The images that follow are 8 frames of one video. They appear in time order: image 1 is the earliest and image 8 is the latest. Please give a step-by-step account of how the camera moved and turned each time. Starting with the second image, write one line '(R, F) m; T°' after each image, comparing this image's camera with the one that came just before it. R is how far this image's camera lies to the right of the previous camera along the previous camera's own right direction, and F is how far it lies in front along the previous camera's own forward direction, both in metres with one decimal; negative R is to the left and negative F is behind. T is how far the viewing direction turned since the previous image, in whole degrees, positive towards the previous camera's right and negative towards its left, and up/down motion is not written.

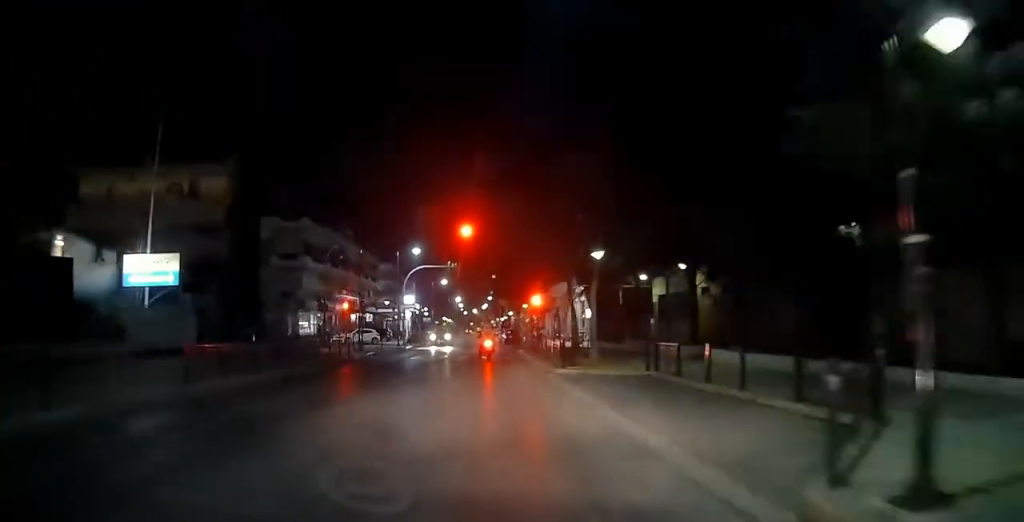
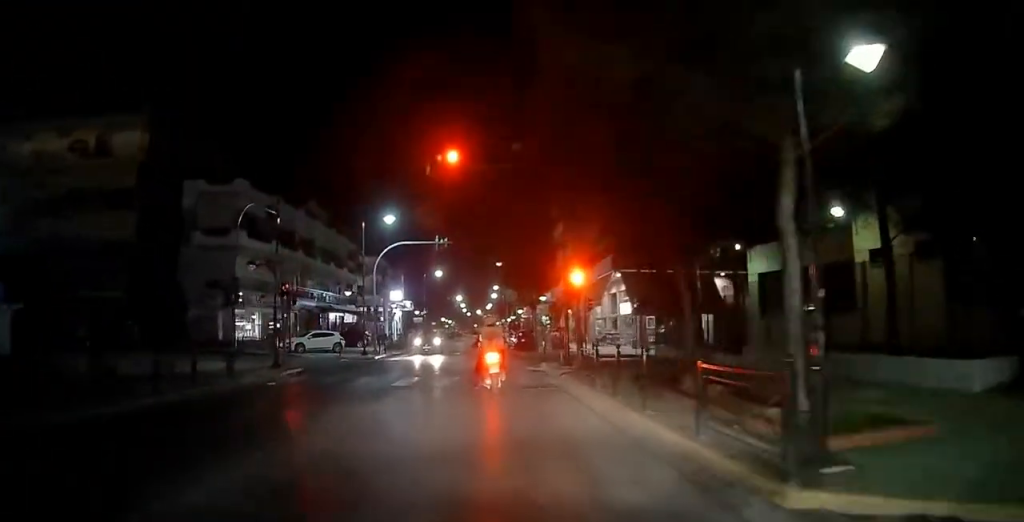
(+0.2, +10.9) m; 0°
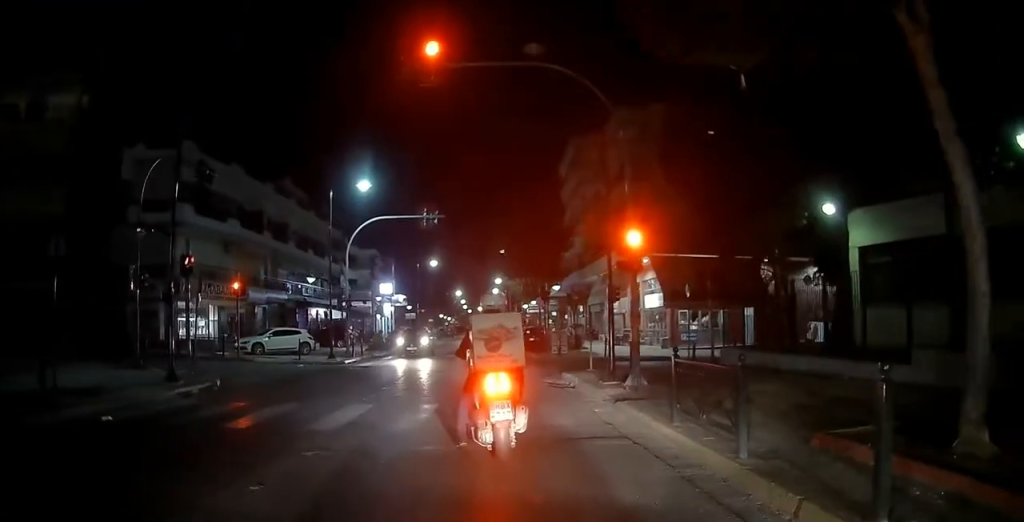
(0.0, +12.7) m; 0°
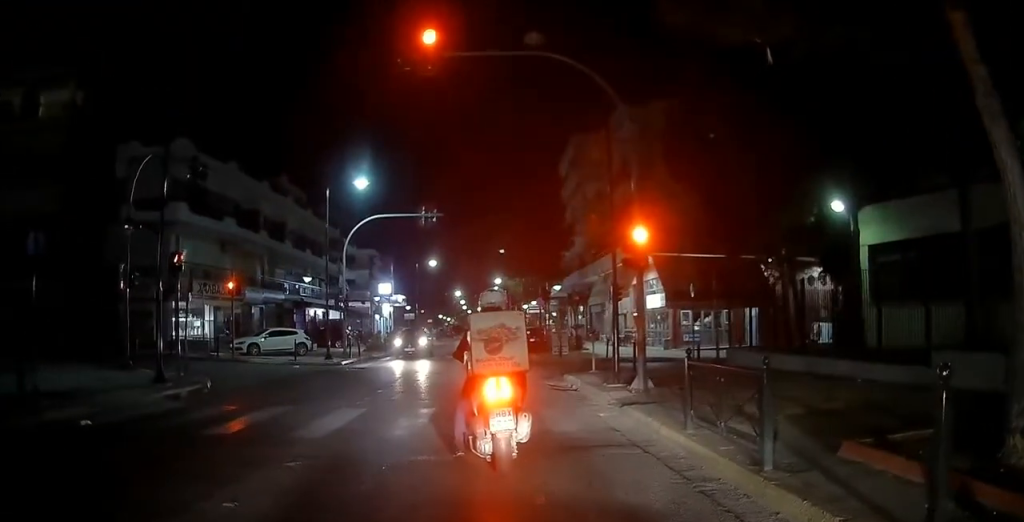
(-0.1, +9.6) m; 0°
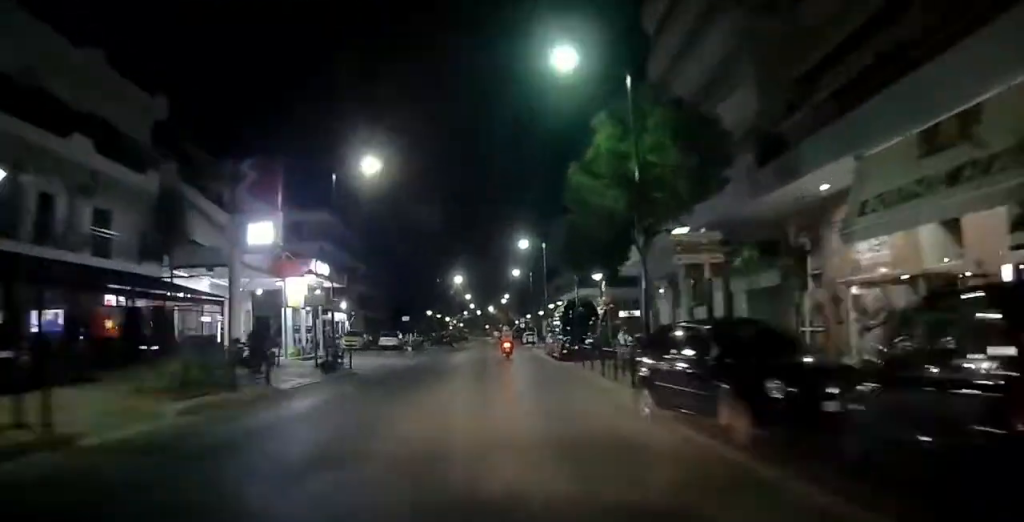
(+1.1, +56.8) m; +1°
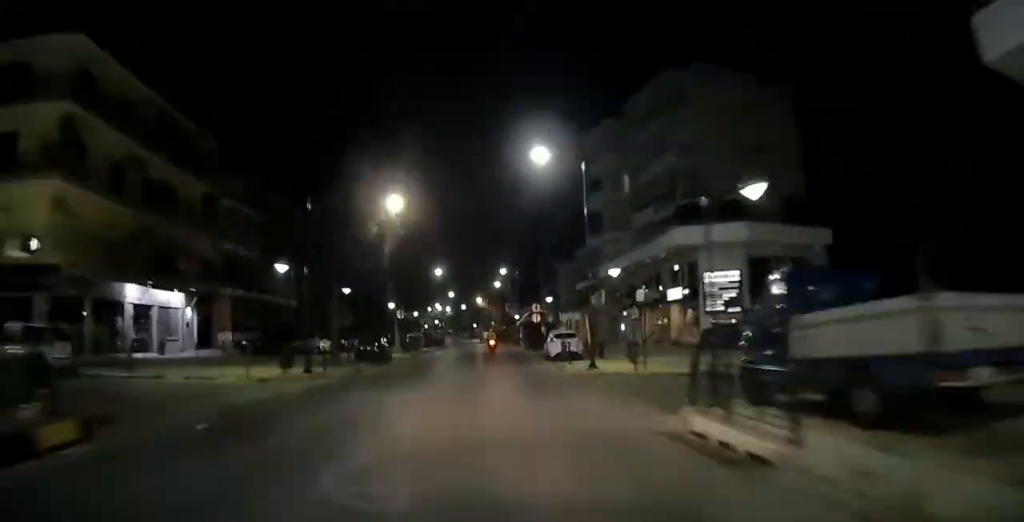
(+0.2, +40.9) m; -1°
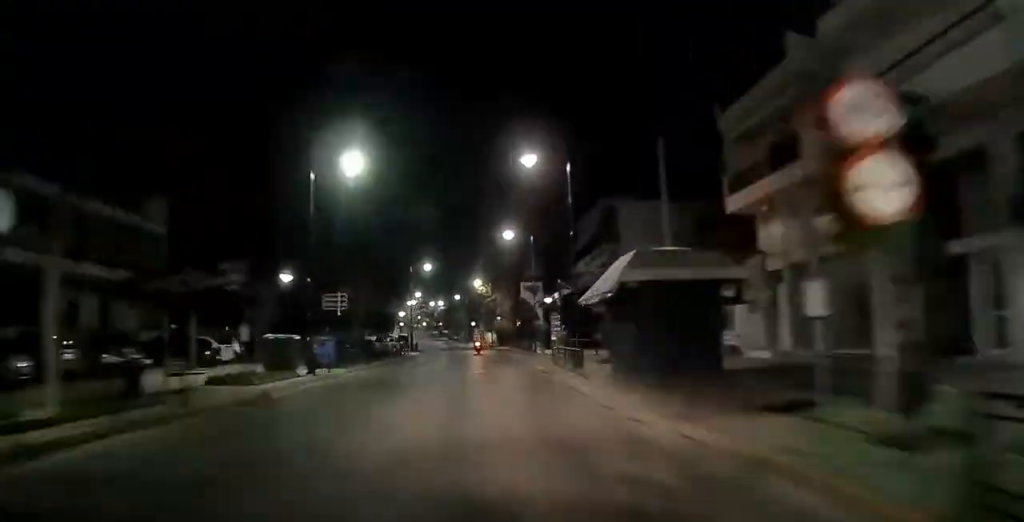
(-0.9, +39.6) m; -2°
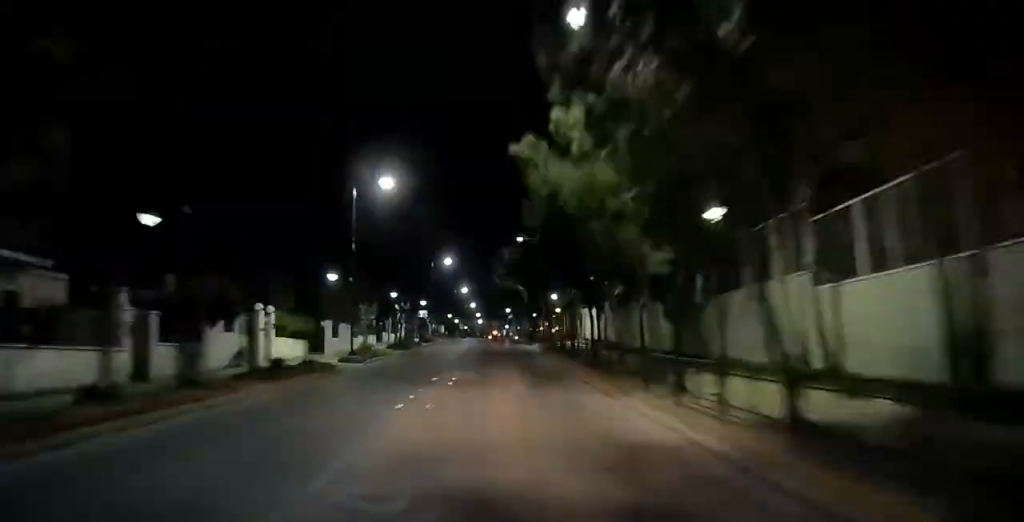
(-6.7, +117.6) m; -5°
